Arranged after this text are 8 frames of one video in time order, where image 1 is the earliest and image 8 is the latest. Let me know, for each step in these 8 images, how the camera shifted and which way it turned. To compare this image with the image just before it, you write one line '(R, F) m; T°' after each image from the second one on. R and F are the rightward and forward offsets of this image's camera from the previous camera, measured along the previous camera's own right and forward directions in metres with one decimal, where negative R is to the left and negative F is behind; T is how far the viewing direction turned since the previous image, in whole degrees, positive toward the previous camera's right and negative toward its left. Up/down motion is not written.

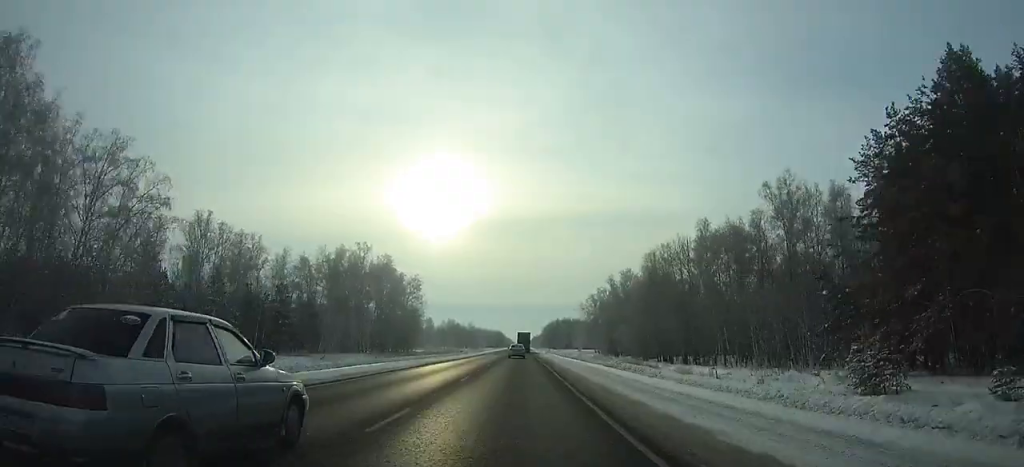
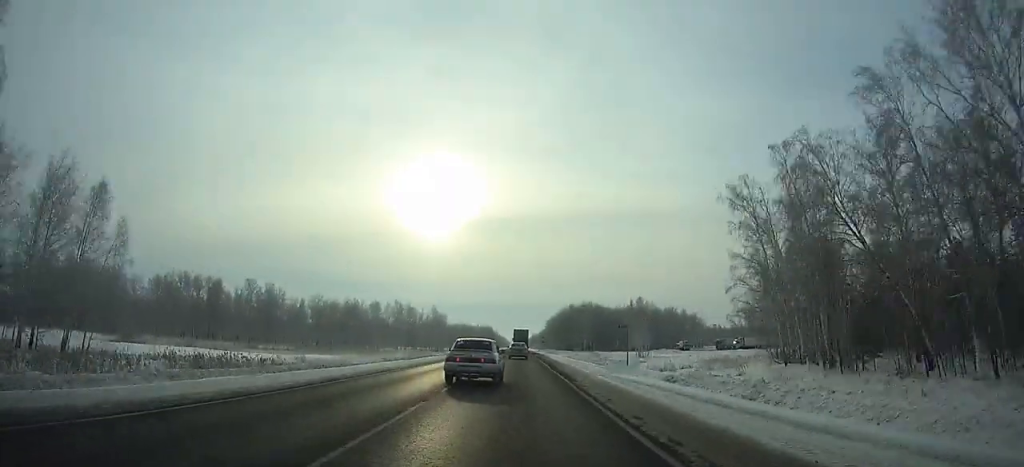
(+0.3, +131.9) m; 0°
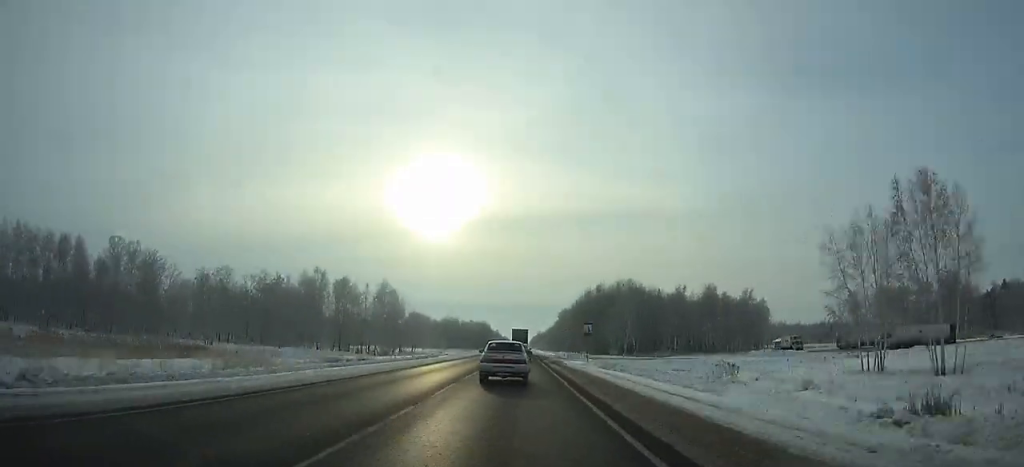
(+0.1, +83.0) m; 0°
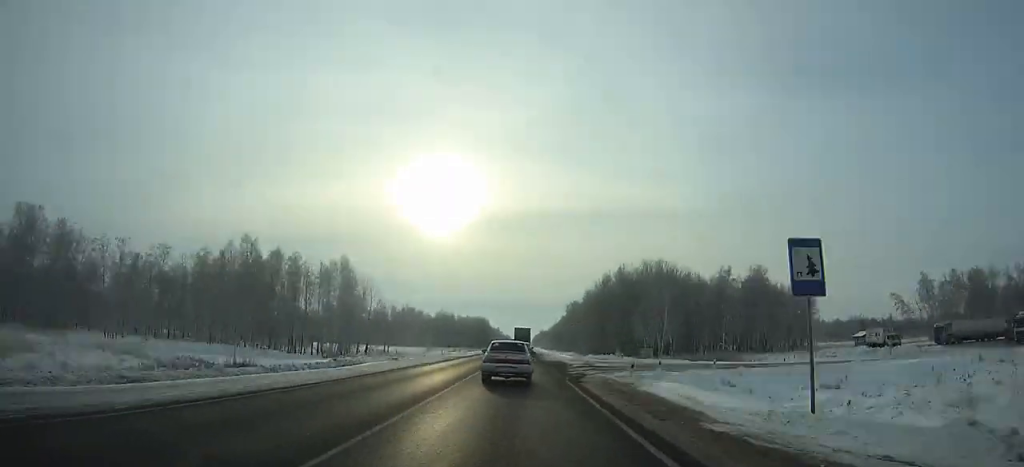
(0.0, +34.3) m; 0°
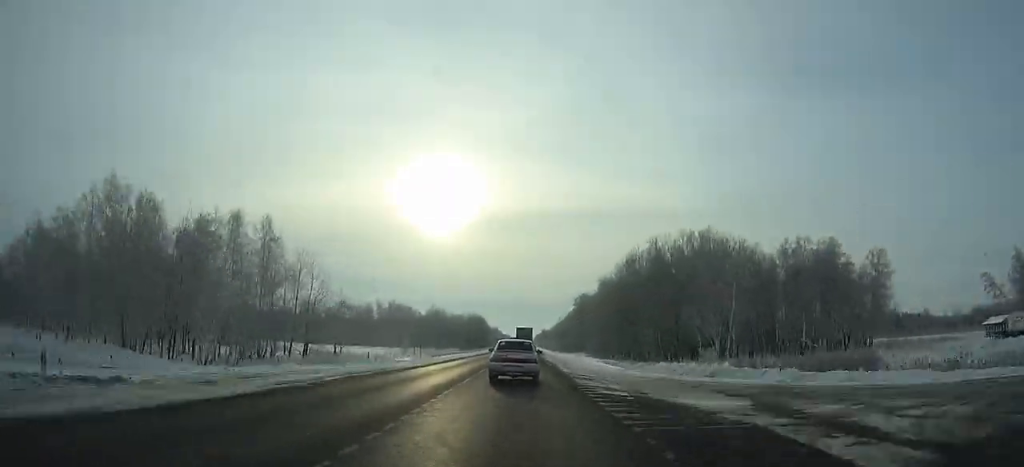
(0.0, +33.6) m; 0°
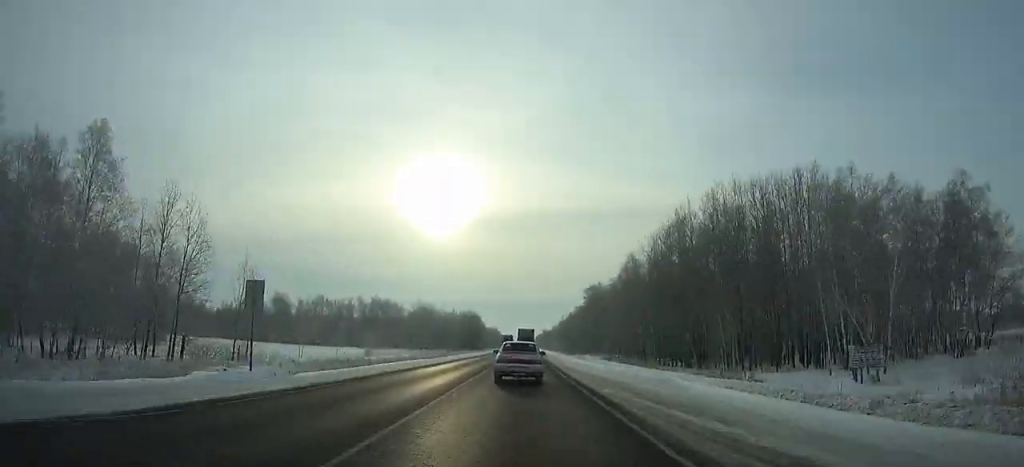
(0.0, +33.4) m; 0°
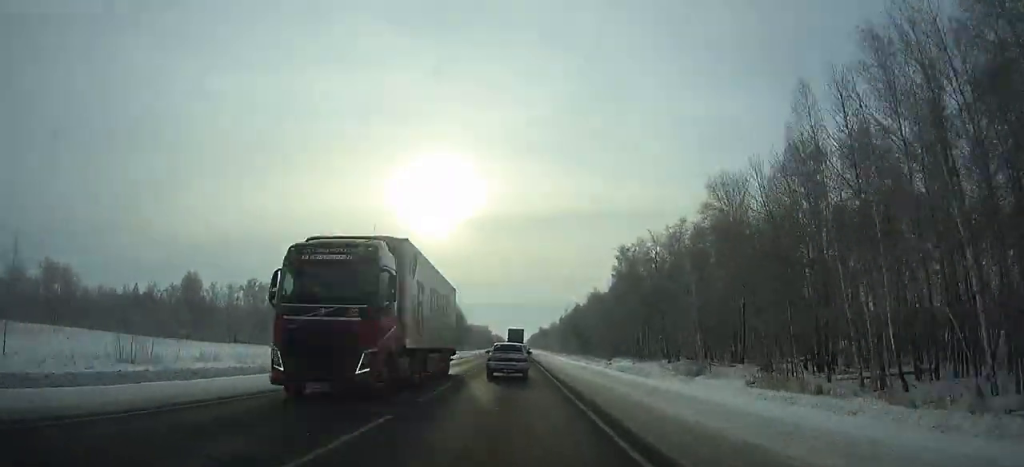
(0.0, +66.1) m; 0°
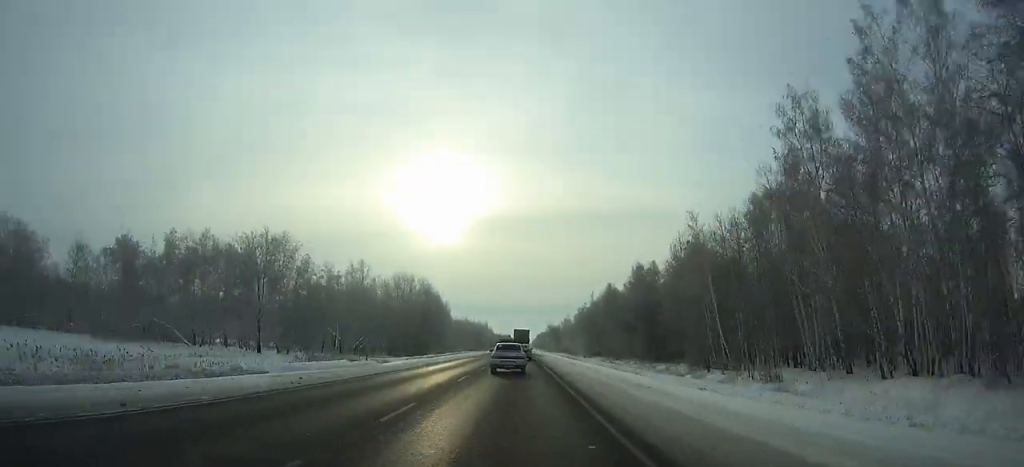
(-0.4, +76.3) m; 0°
